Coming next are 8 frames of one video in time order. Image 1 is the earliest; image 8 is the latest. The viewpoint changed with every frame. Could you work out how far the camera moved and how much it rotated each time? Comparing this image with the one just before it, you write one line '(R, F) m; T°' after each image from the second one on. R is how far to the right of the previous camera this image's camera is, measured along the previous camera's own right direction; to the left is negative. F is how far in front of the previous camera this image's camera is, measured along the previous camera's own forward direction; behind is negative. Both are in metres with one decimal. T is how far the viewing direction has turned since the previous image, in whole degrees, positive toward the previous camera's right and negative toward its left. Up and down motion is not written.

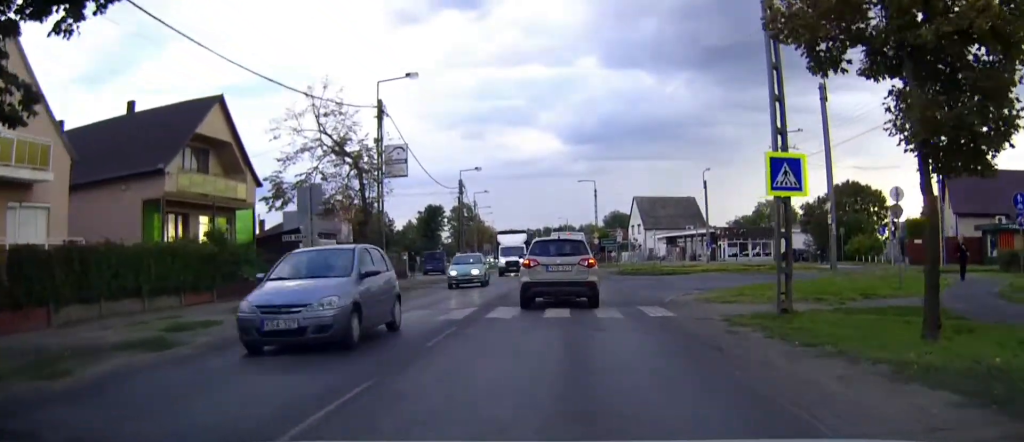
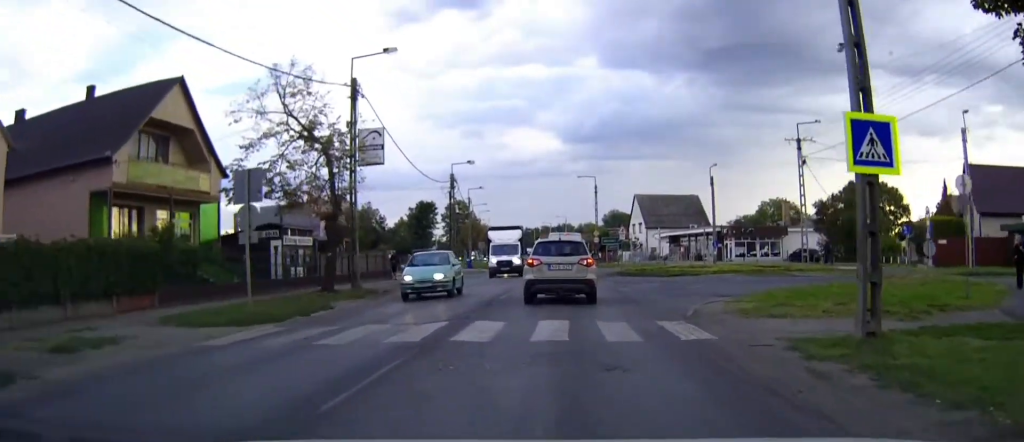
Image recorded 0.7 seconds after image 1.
(0.0, +3.9) m; 0°
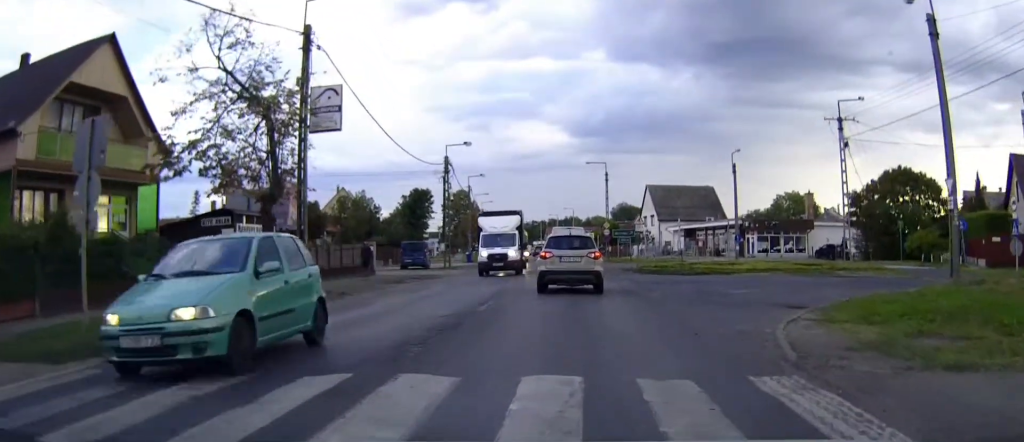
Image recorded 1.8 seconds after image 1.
(-0.1, +6.2) m; -1°
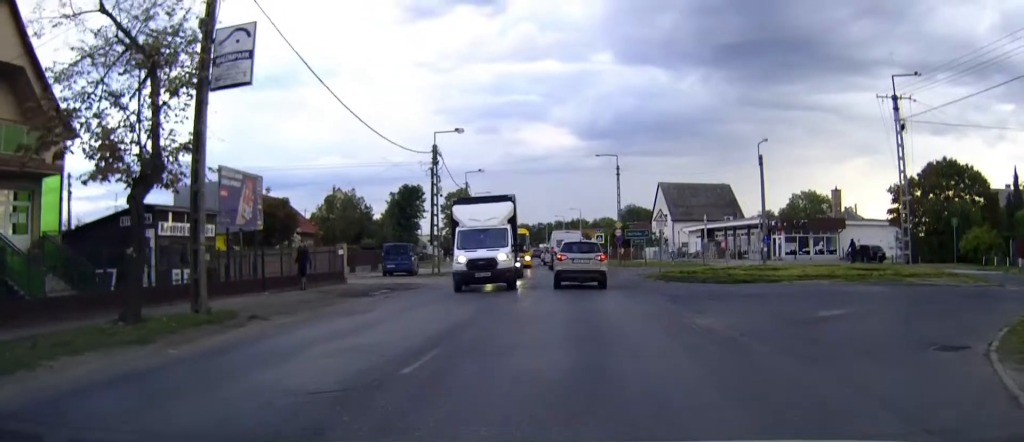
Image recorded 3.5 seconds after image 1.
(-0.1, +8.1) m; -1°
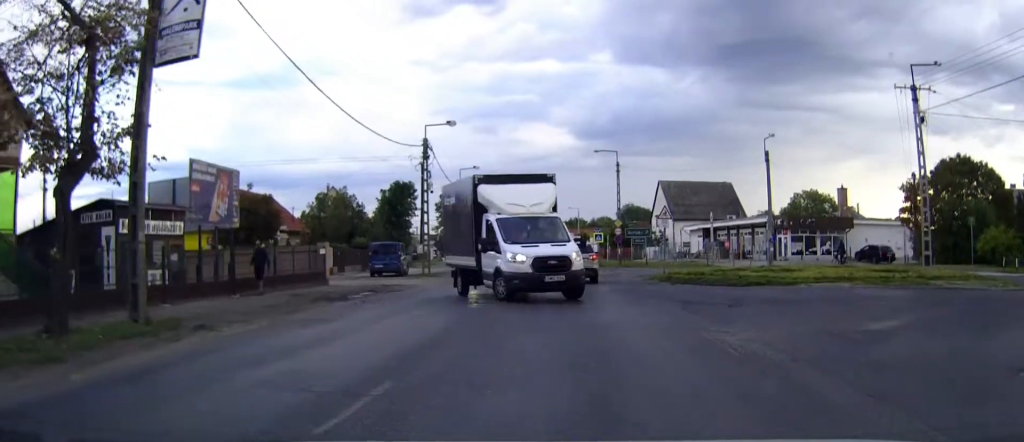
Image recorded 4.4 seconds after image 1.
(0.0, +3.3) m; 0°
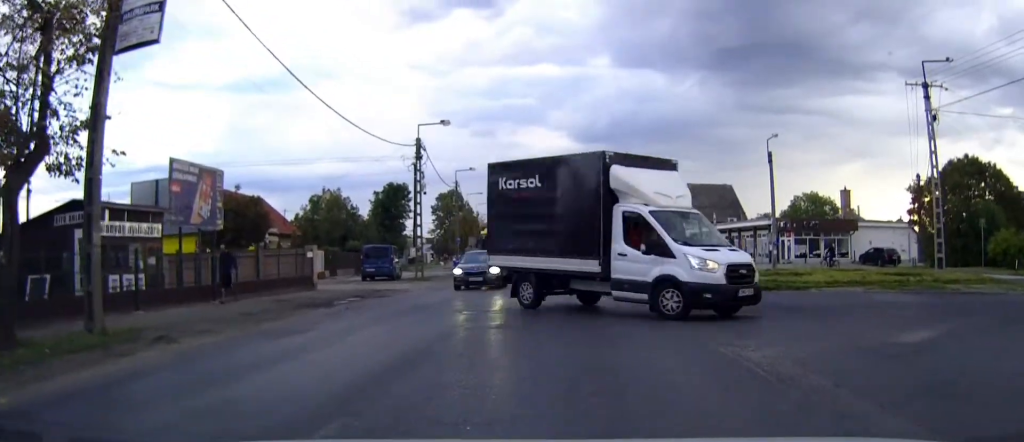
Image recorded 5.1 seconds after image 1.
(0.0, +1.6) m; +1°
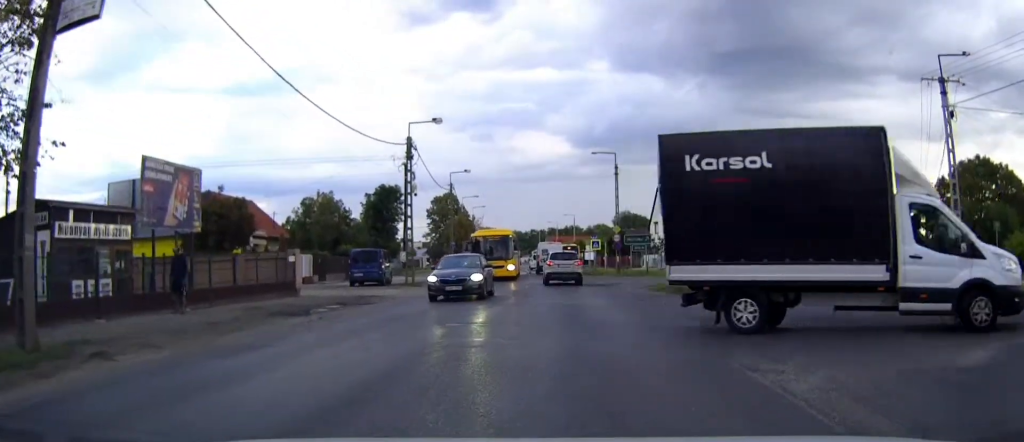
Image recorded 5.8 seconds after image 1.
(0.0, +2.0) m; +1°
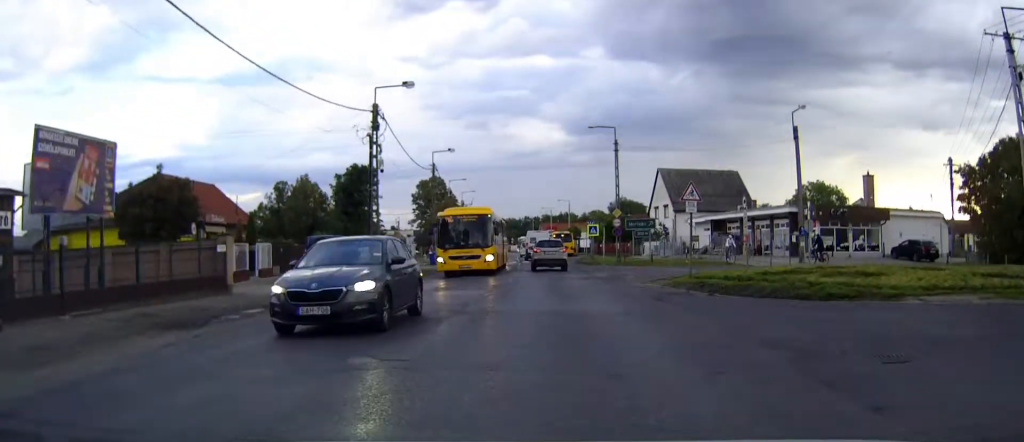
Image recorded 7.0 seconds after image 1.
(+0.1, +5.0) m; +1°
